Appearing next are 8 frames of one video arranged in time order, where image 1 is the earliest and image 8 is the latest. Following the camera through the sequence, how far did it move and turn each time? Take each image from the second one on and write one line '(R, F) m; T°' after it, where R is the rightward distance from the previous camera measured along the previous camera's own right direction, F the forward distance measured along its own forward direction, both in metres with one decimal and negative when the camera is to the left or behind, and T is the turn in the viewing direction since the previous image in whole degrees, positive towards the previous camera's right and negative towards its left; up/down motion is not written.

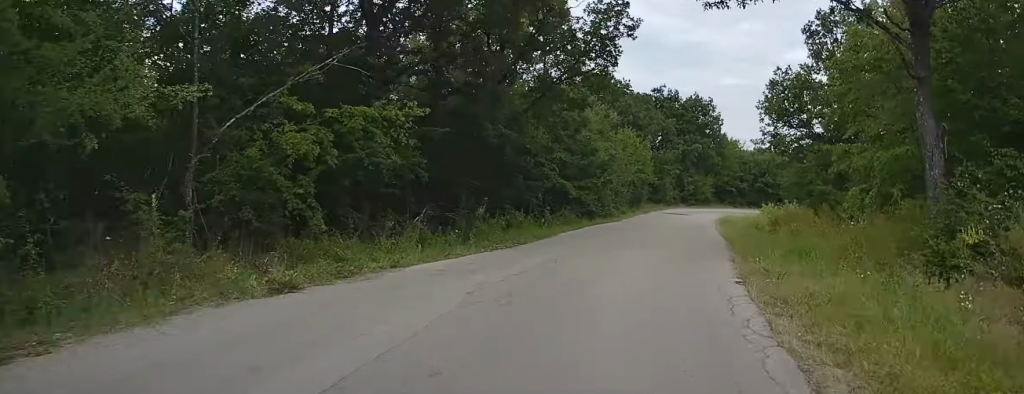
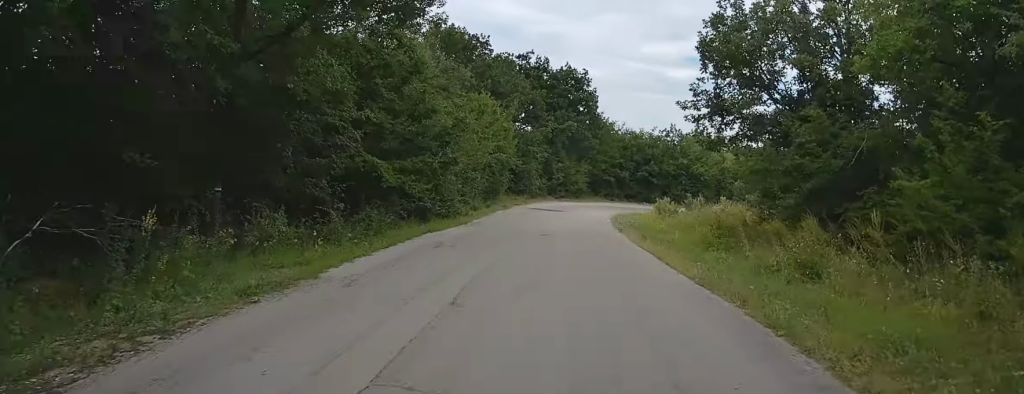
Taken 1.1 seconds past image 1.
(+0.7, +12.3) m; +6°
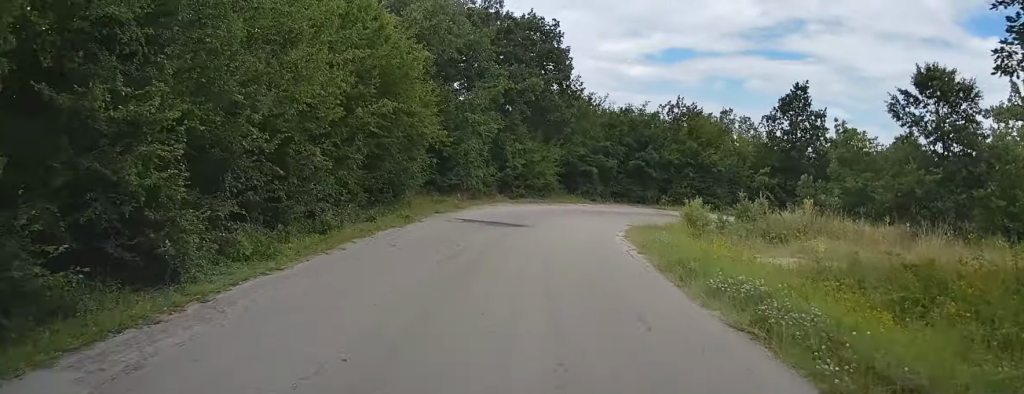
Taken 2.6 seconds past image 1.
(+1.5, +17.2) m; +9°
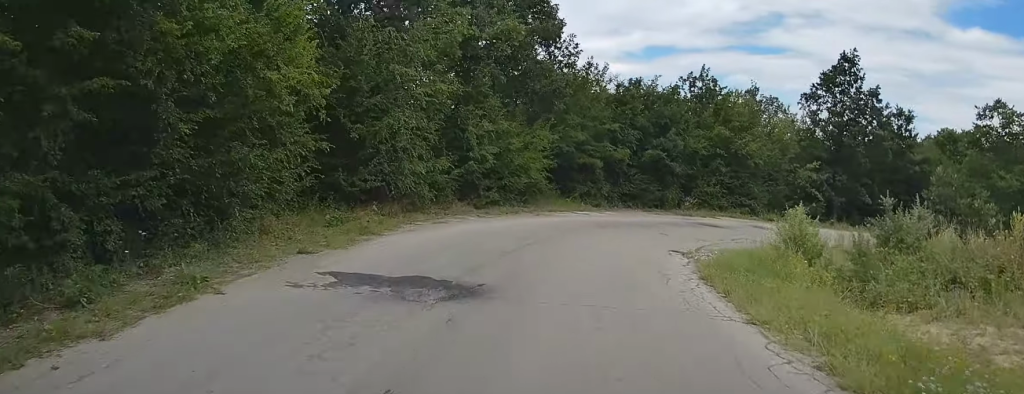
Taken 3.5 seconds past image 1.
(+0.5, +11.5) m; +5°
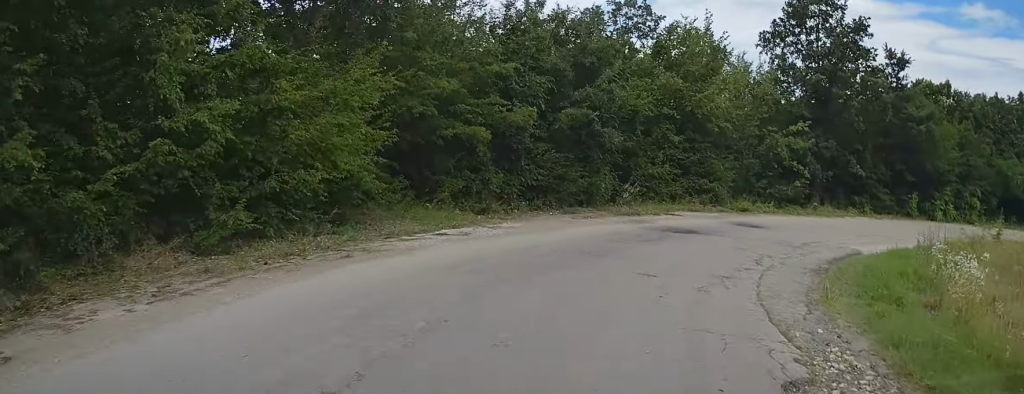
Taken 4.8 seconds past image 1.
(+0.7, +13.4) m; +11°
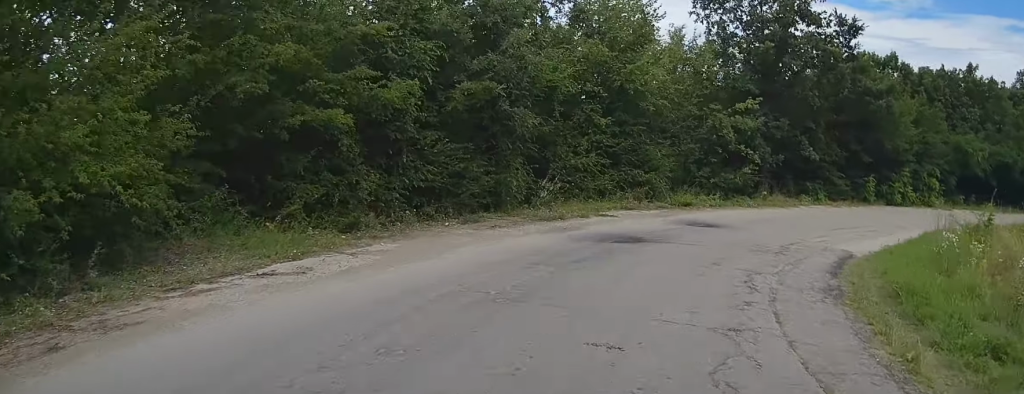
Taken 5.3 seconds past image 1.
(+0.2, +4.8) m; +7°
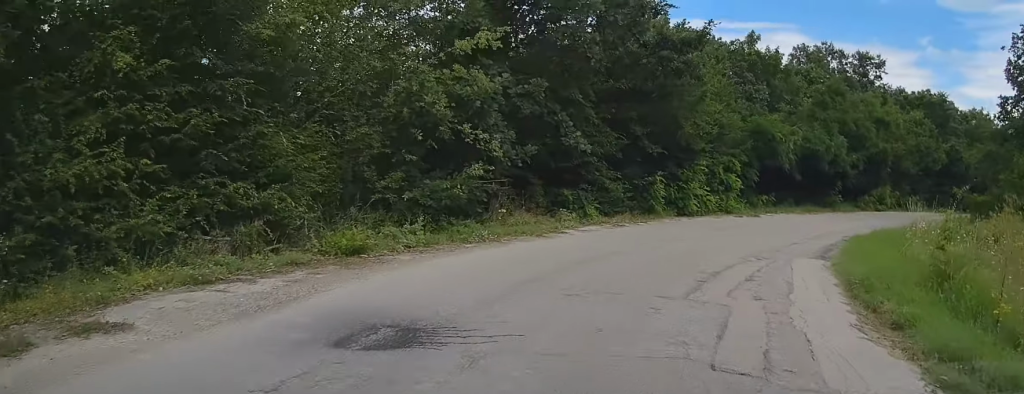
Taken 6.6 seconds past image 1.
(+2.2, +11.7) m; +19°
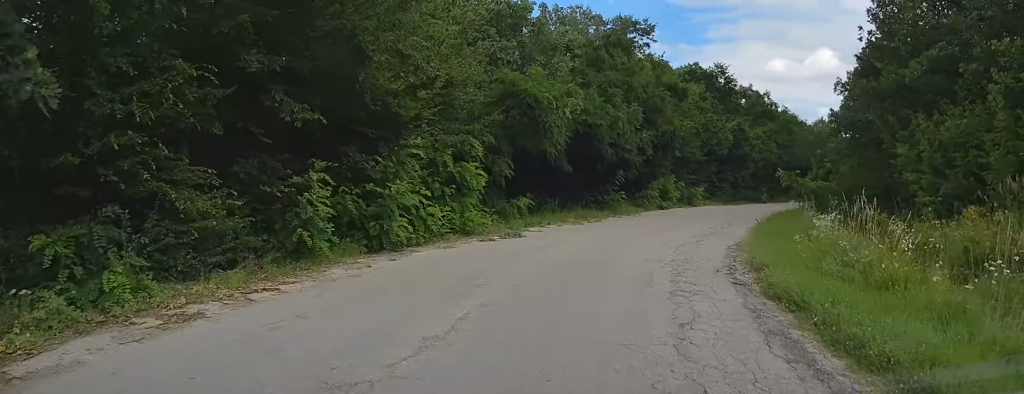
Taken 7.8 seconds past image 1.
(+1.8, +11.8) m; +20°
